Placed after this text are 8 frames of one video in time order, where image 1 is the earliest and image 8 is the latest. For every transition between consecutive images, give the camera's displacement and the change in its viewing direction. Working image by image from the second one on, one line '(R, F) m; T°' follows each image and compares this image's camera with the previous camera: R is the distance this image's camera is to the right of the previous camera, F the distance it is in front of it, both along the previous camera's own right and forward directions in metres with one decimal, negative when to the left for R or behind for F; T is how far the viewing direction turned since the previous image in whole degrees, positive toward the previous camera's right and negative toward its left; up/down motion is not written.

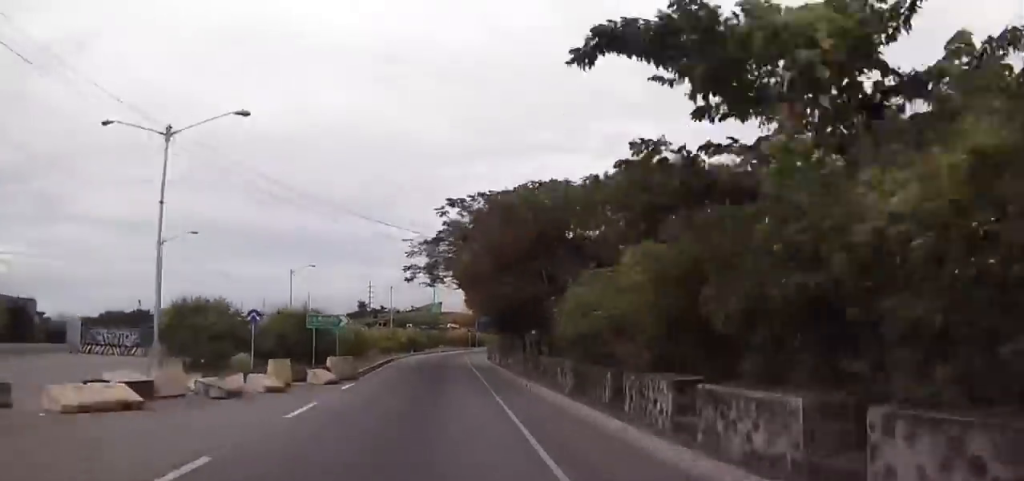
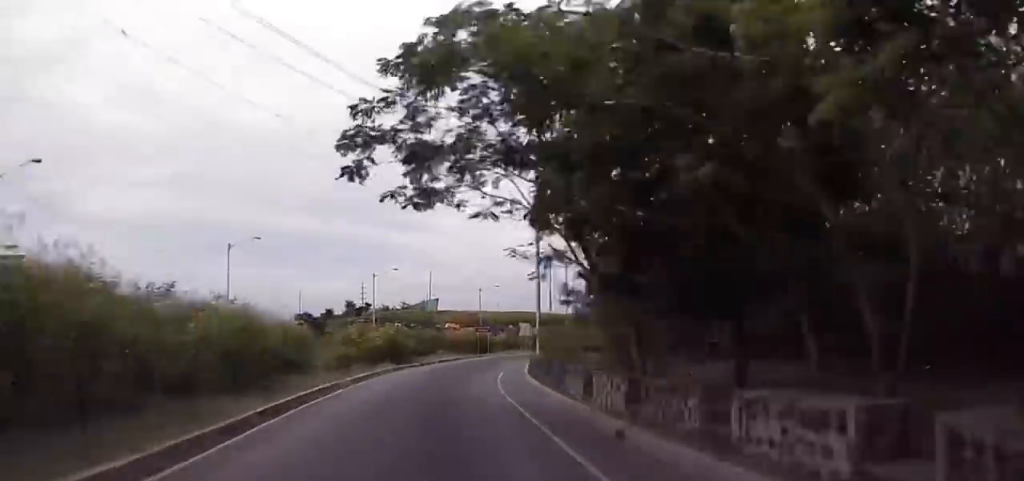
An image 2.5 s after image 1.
(-0.2, +24.4) m; +1°
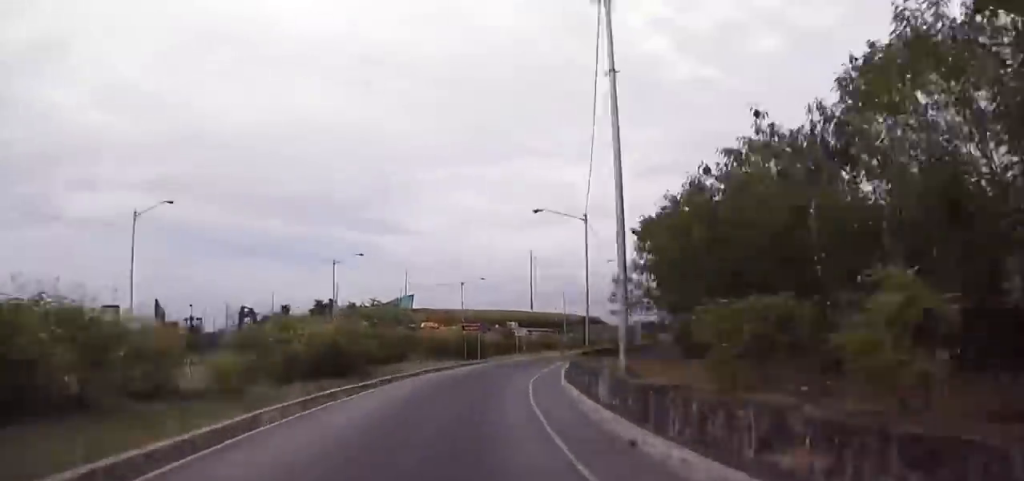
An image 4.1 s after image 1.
(-0.7, +16.2) m; +2°
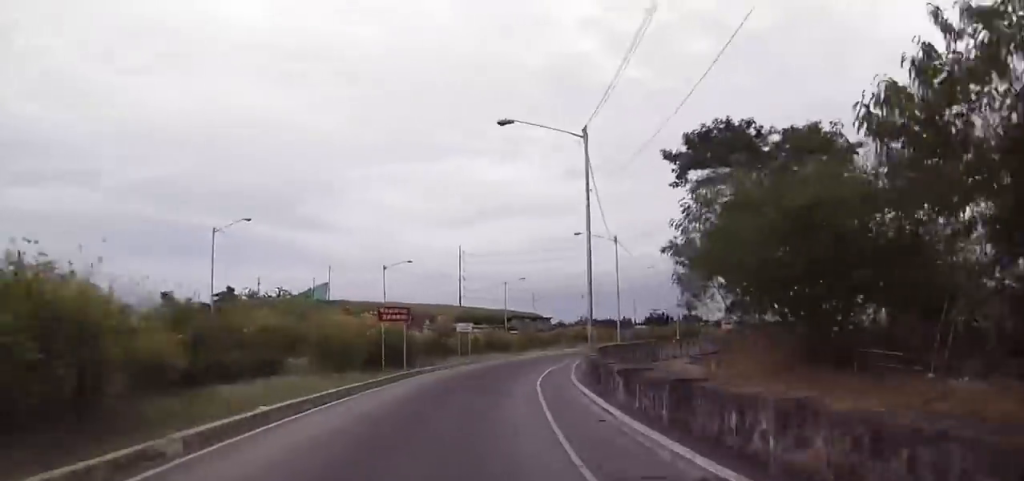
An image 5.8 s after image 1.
(+1.4, +18.5) m; +7°
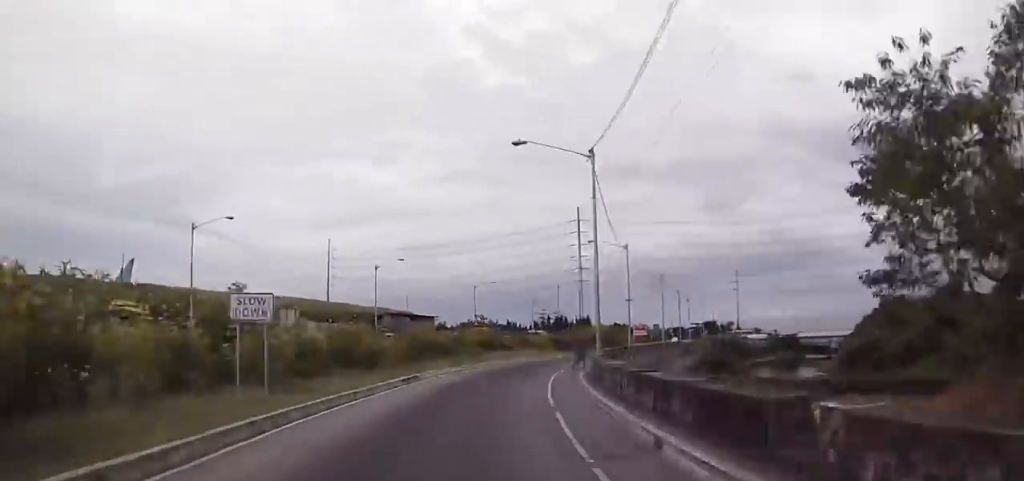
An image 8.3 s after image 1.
(+2.3, +27.8) m; +11°
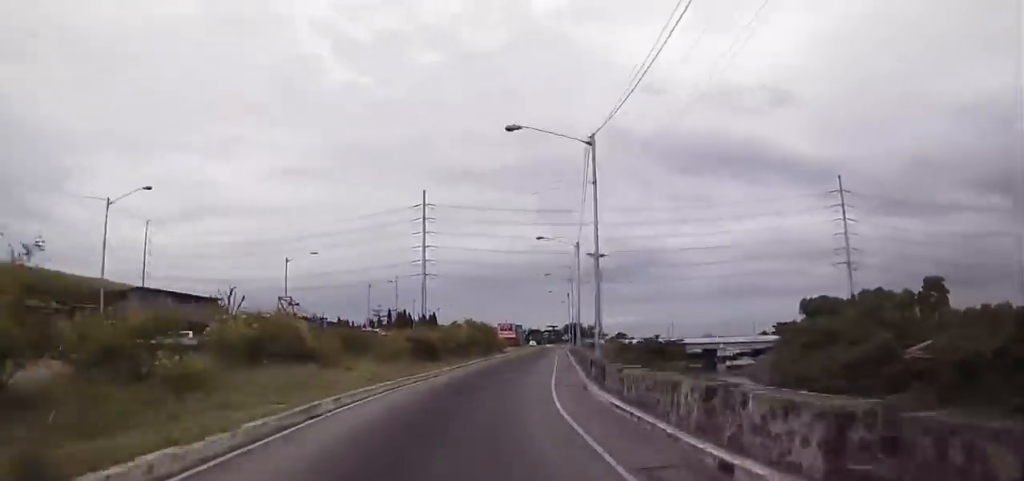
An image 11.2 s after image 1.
(+3.9, +33.5) m; +12°
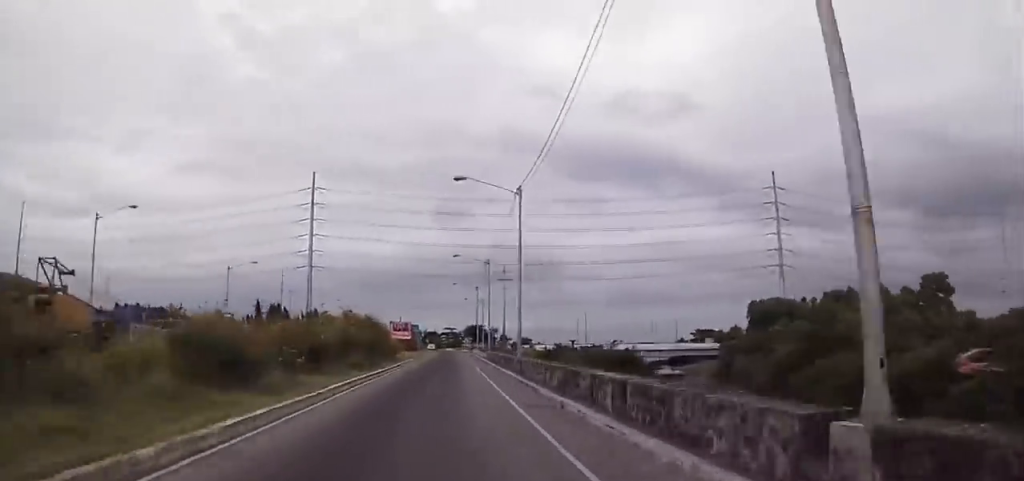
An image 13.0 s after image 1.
(+1.1, +21.6) m; +6°
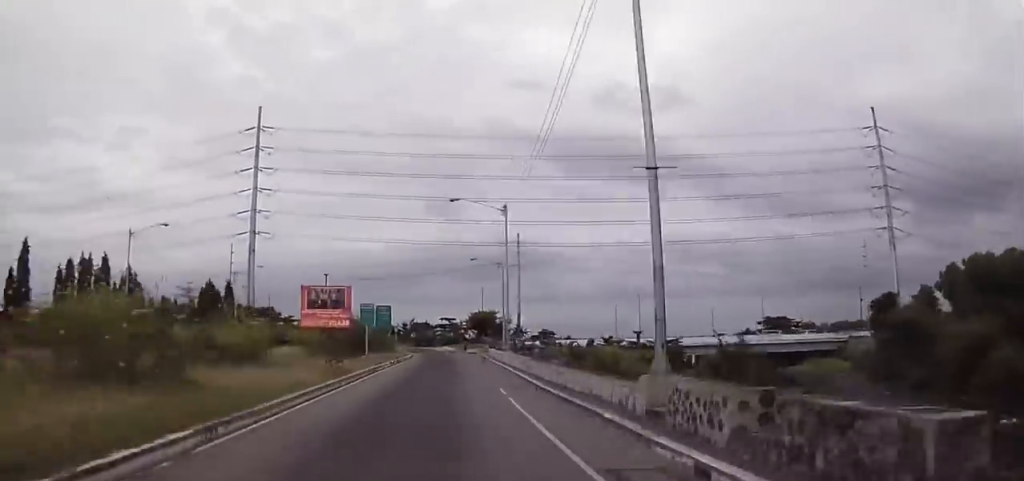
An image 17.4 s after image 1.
(+4.1, +52.3) m; +6°
